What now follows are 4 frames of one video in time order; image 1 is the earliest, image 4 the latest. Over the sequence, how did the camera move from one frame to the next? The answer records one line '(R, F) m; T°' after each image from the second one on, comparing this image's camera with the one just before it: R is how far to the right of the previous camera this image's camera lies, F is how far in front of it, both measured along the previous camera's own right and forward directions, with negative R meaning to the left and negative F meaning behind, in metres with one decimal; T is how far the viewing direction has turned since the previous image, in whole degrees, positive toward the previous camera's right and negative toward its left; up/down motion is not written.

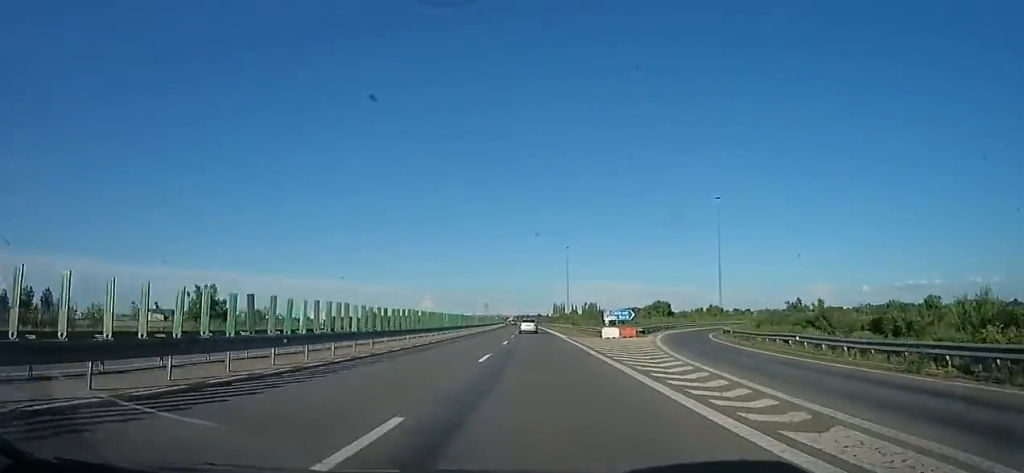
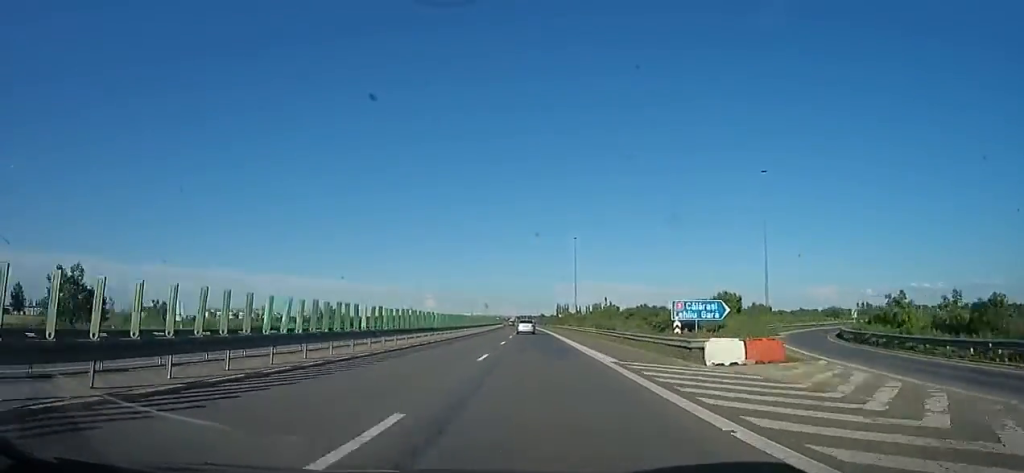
(+0.3, +23.8) m; -1°
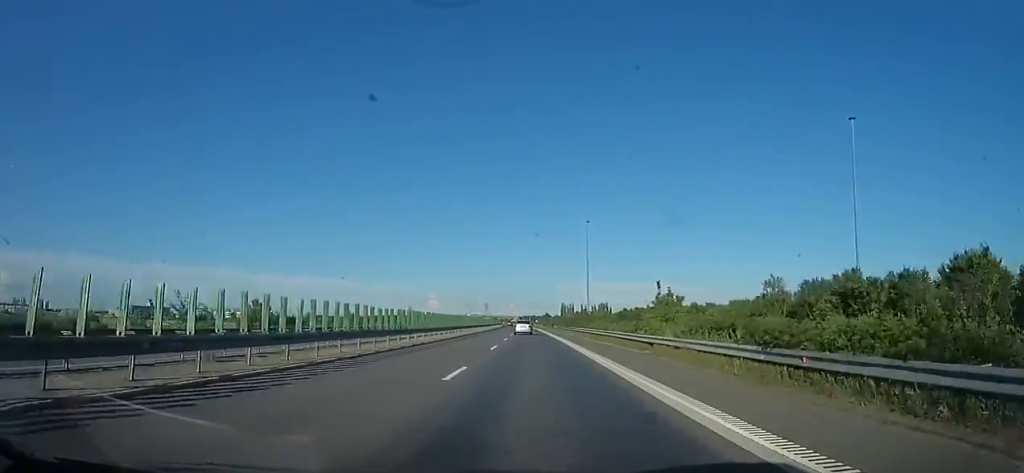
(-1.0, +28.8) m; -2°
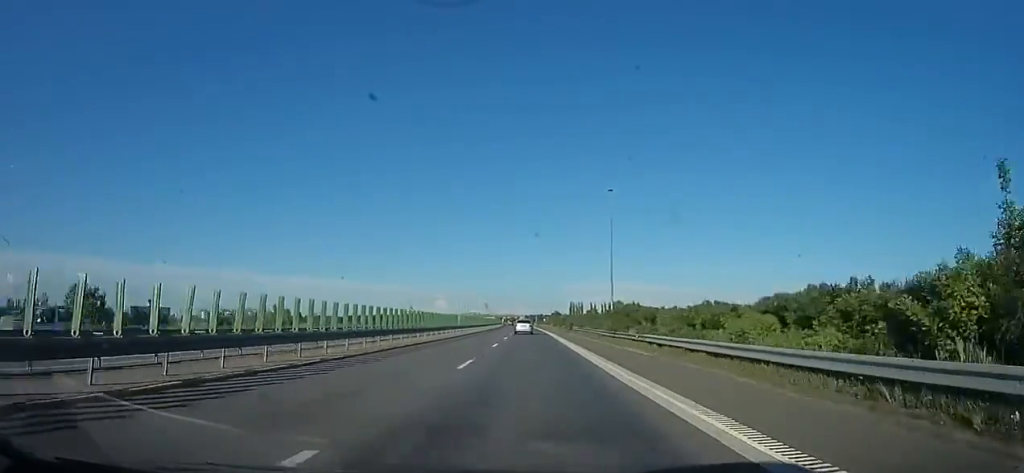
(0.0, +32.7) m; 0°
